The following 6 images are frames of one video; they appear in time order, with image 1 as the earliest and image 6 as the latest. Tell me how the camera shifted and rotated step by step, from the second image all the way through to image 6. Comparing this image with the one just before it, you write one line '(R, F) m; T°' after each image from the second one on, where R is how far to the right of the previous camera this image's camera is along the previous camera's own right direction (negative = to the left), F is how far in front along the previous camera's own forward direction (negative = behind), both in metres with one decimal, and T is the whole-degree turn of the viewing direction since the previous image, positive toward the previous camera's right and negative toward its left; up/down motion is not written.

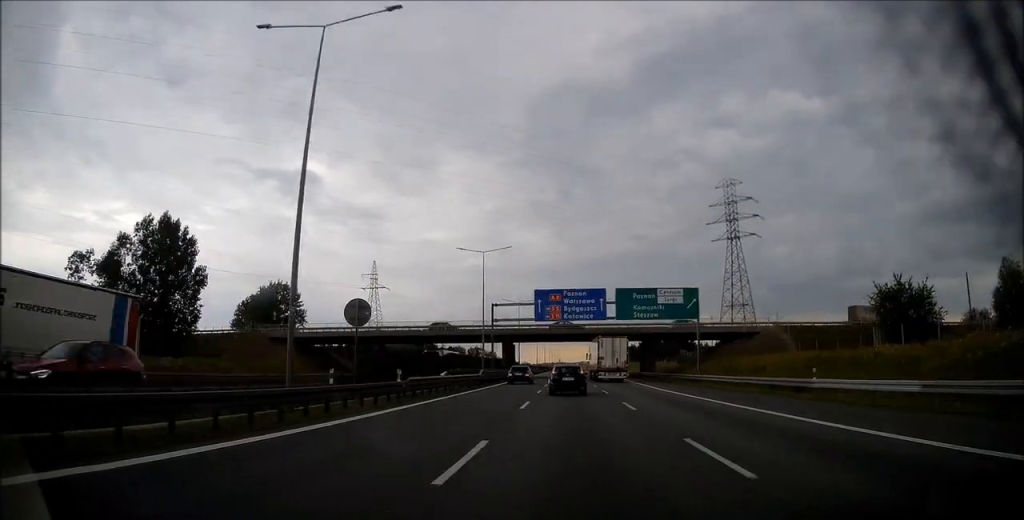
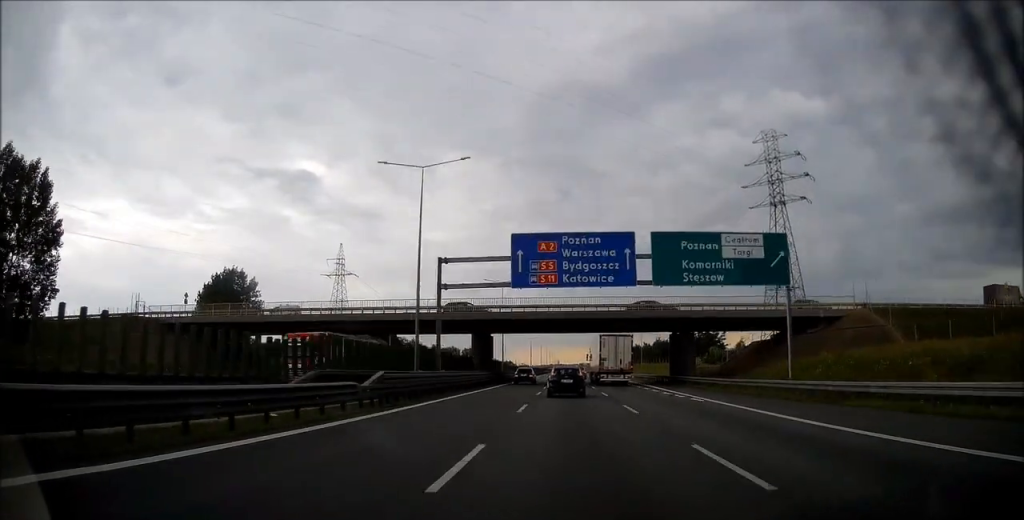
(0.0, +24.7) m; 0°
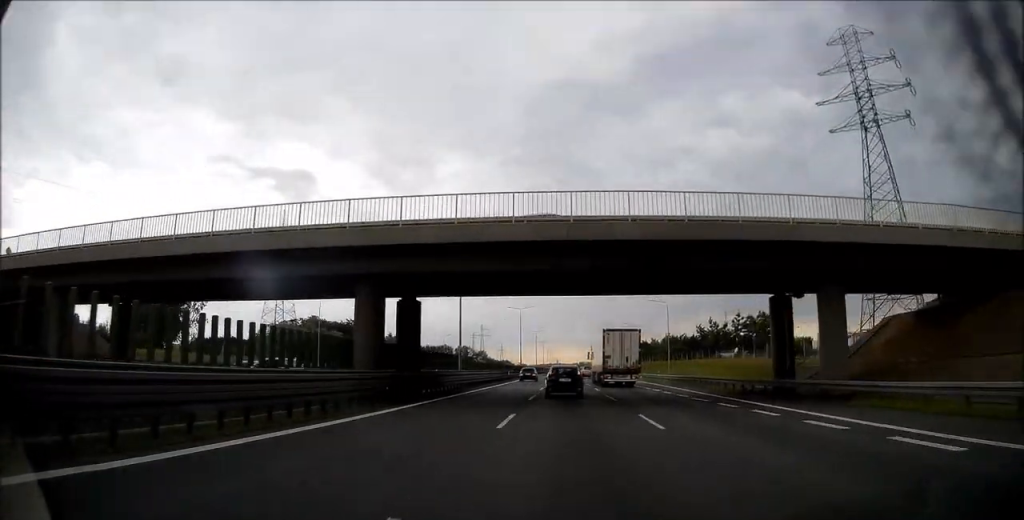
(0.0, +29.8) m; 0°
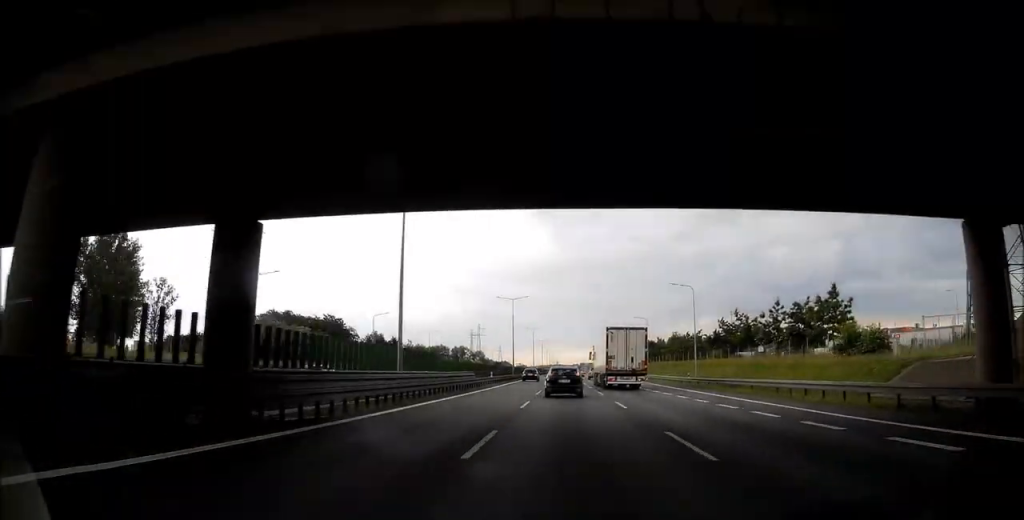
(0.0, +16.4) m; 0°
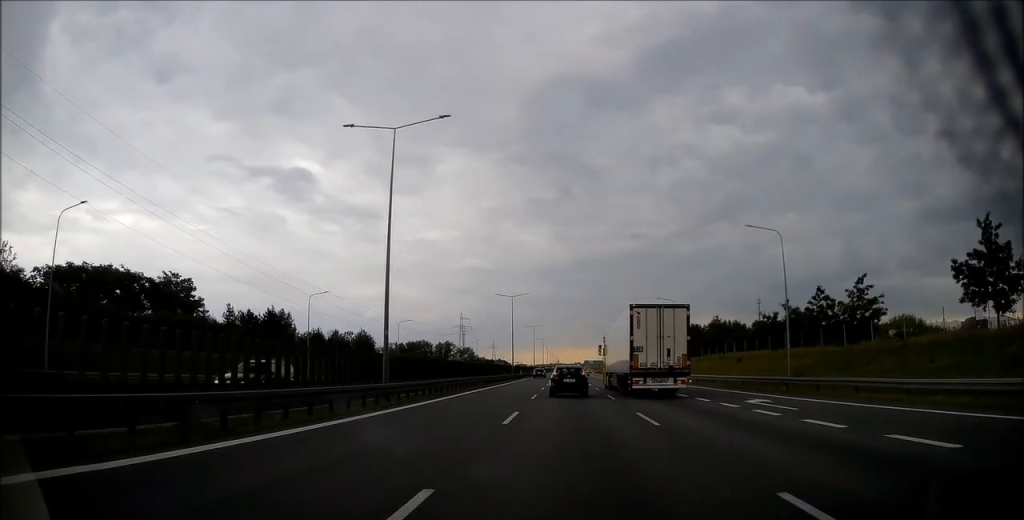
(0.0, +65.7) m; 0°
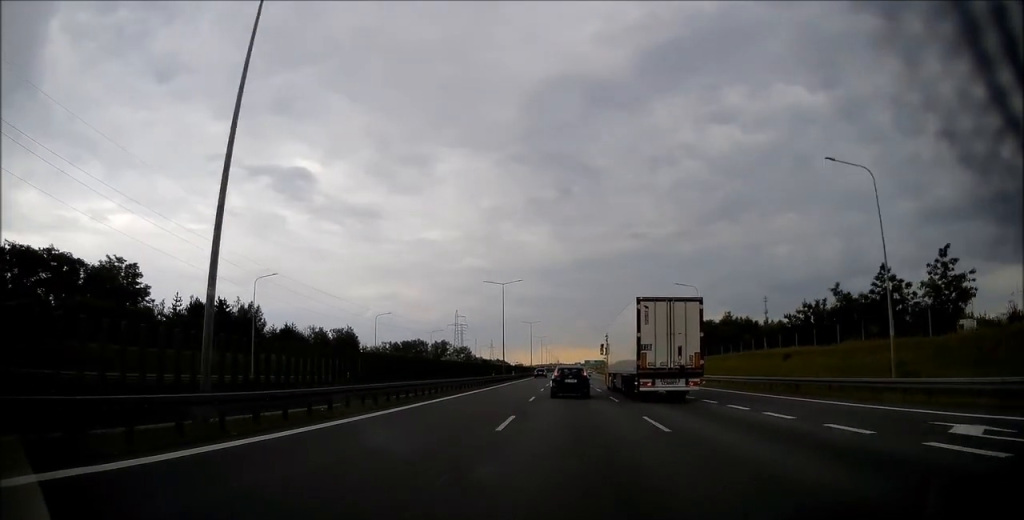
(0.0, +13.4) m; 0°
